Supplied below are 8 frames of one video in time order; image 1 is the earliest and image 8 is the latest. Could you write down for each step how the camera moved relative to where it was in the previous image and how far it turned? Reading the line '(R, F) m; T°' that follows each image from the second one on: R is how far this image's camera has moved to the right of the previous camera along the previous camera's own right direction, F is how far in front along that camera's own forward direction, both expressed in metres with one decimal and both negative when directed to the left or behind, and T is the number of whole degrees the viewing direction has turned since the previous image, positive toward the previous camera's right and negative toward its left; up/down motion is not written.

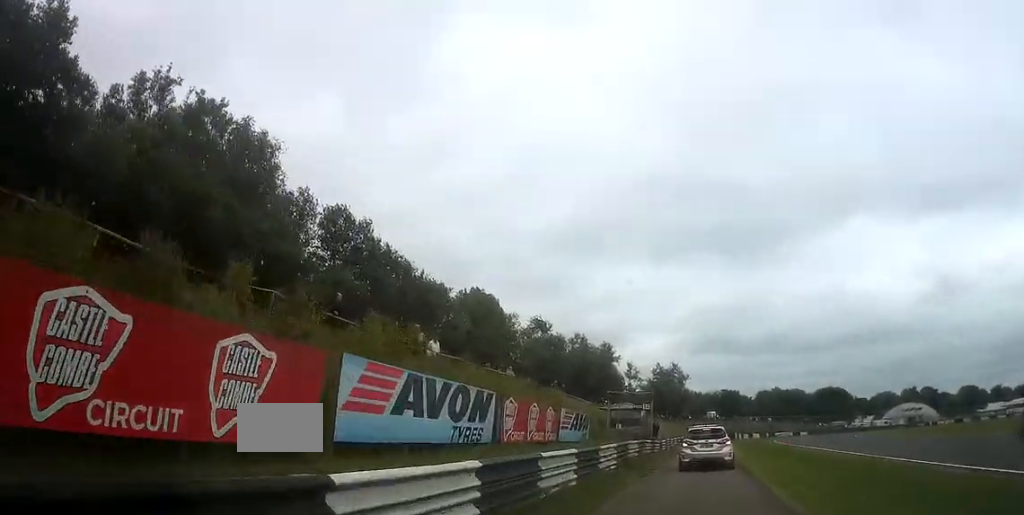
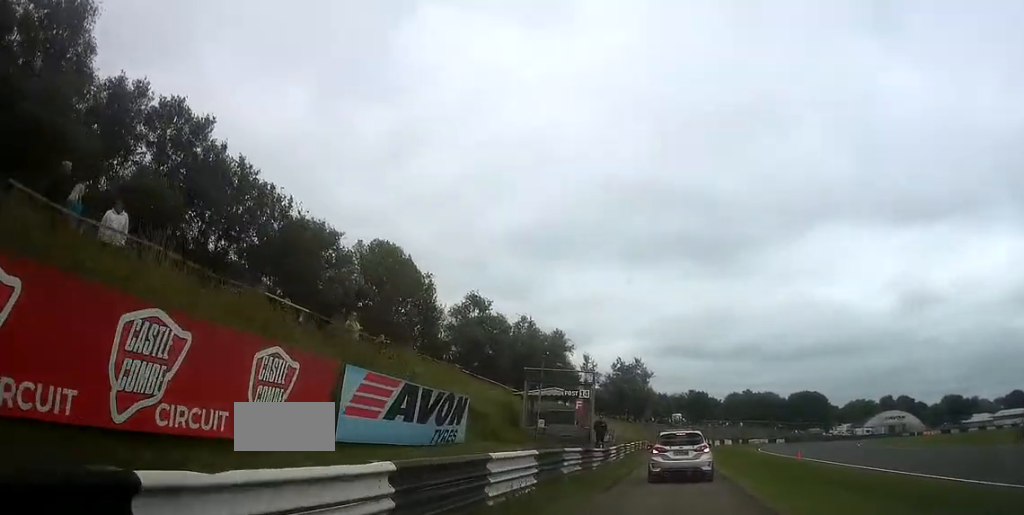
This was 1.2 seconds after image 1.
(+0.2, +11.9) m; +2°
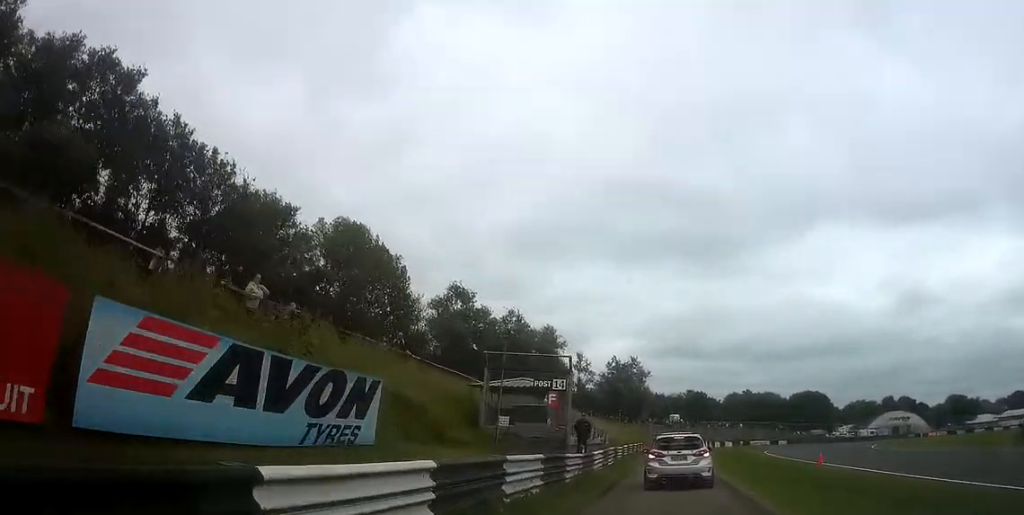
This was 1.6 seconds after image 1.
(0.0, +4.0) m; 0°
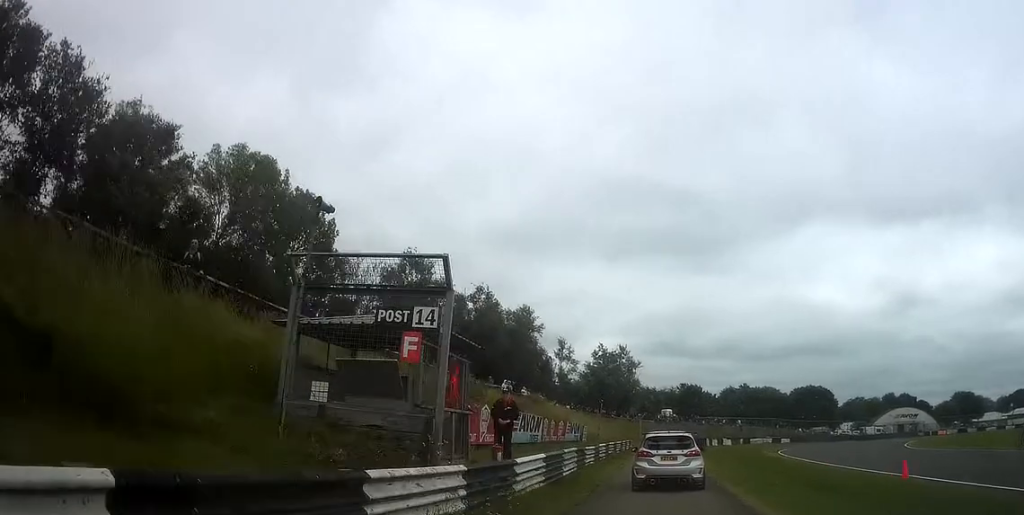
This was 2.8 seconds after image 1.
(+0.2, +9.2) m; +5°
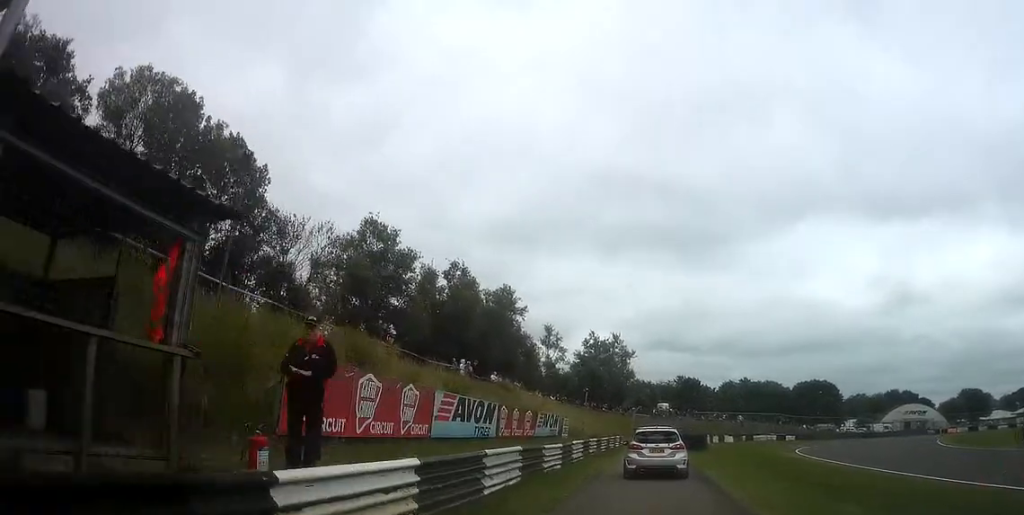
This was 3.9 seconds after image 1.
(+0.5, +8.3) m; +1°
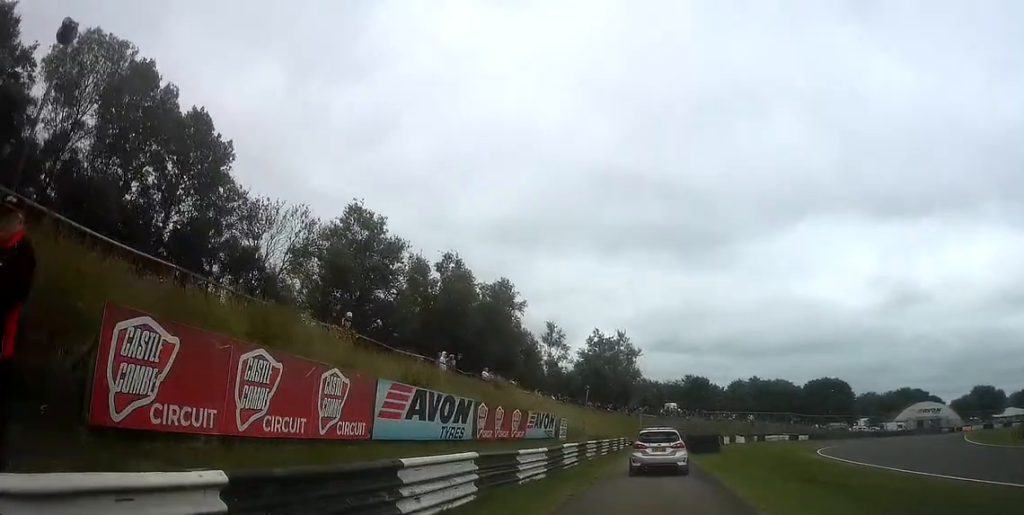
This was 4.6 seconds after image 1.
(-0.1, +4.8) m; -2°
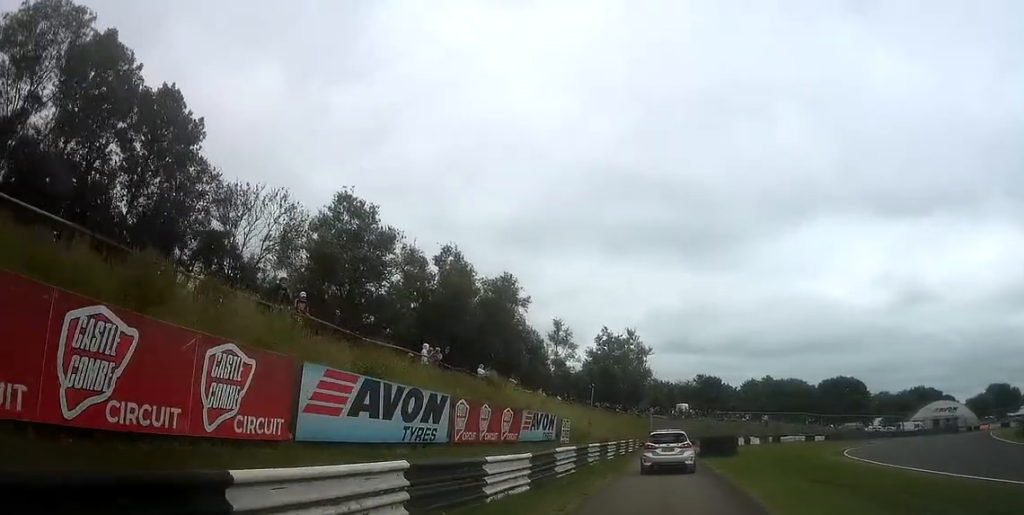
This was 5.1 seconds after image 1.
(-0.1, +4.0) m; -2°
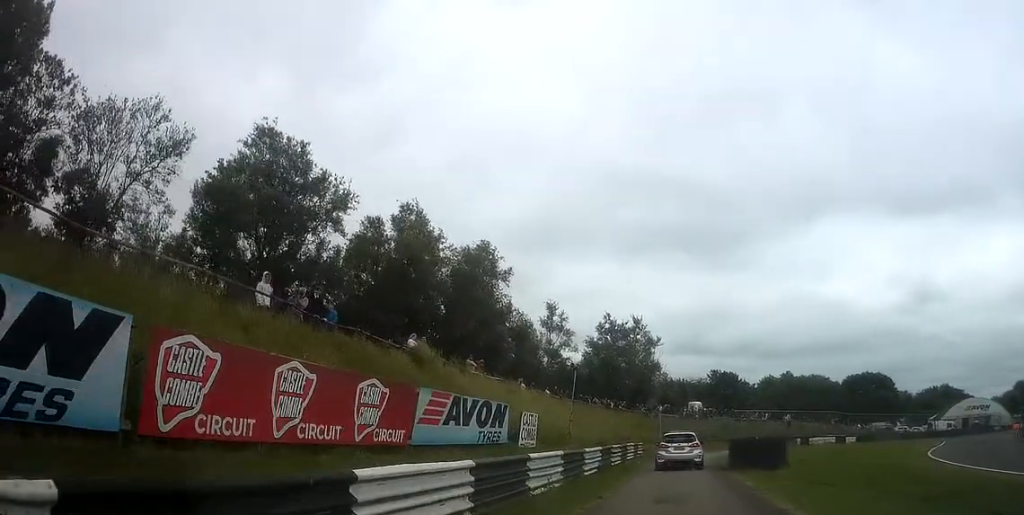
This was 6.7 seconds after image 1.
(-0.8, +12.7) m; -4°
